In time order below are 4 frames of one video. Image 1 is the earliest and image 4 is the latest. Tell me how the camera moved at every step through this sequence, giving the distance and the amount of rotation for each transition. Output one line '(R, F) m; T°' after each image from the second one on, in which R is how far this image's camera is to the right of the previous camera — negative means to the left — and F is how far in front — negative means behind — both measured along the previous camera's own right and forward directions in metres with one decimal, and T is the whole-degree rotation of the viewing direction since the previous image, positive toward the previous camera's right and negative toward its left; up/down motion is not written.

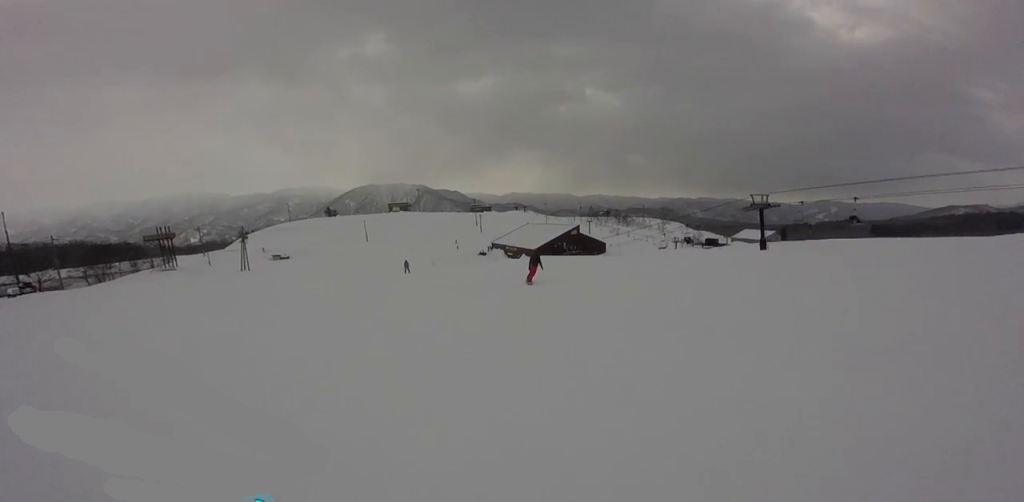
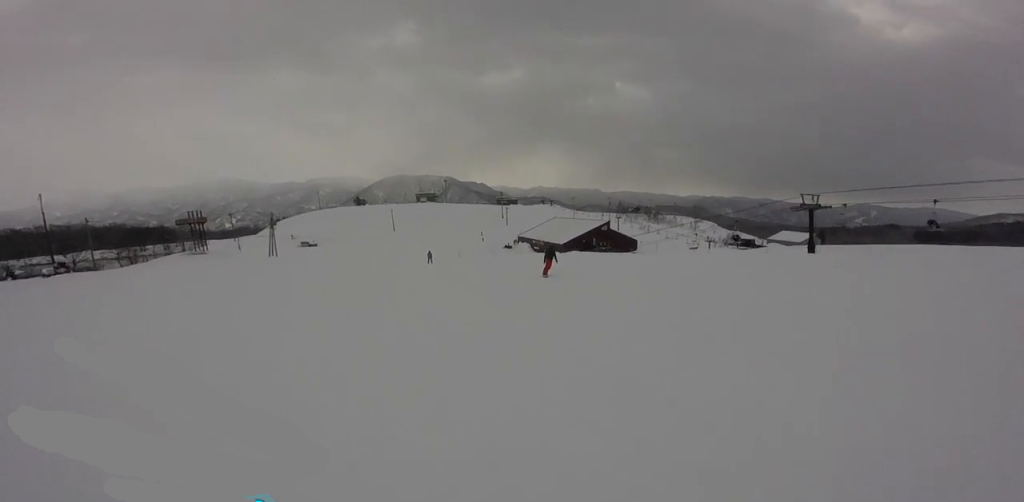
(-0.7, +2.1) m; -3°
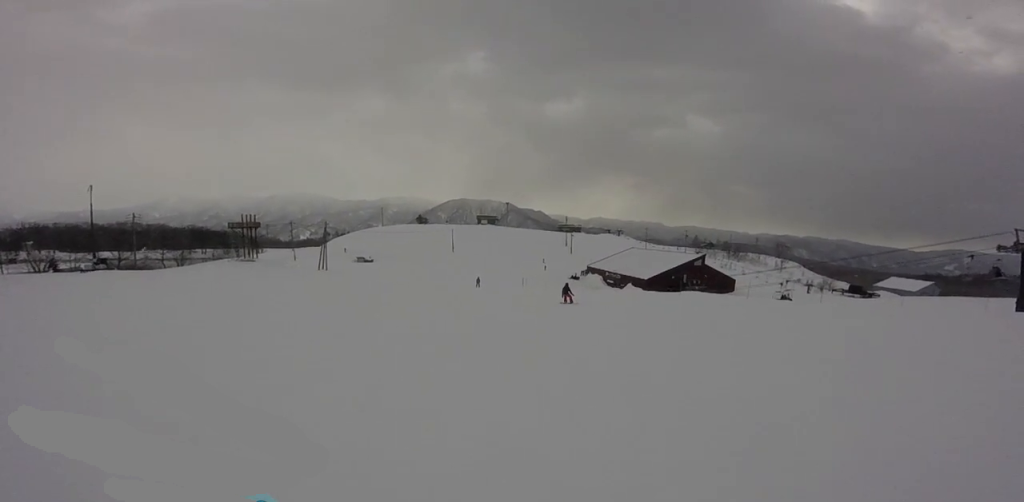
(+1.7, +12.7) m; +1°
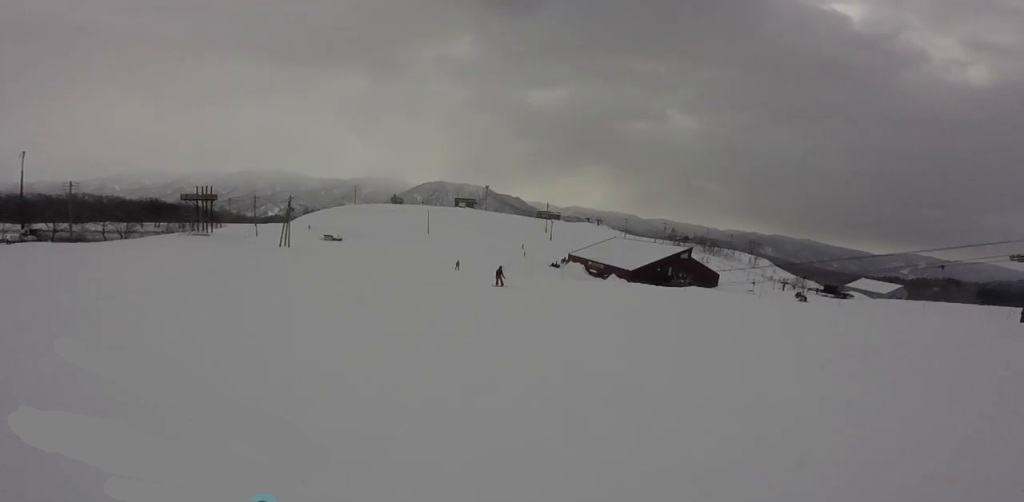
(-0.8, +4.9) m; +2°
